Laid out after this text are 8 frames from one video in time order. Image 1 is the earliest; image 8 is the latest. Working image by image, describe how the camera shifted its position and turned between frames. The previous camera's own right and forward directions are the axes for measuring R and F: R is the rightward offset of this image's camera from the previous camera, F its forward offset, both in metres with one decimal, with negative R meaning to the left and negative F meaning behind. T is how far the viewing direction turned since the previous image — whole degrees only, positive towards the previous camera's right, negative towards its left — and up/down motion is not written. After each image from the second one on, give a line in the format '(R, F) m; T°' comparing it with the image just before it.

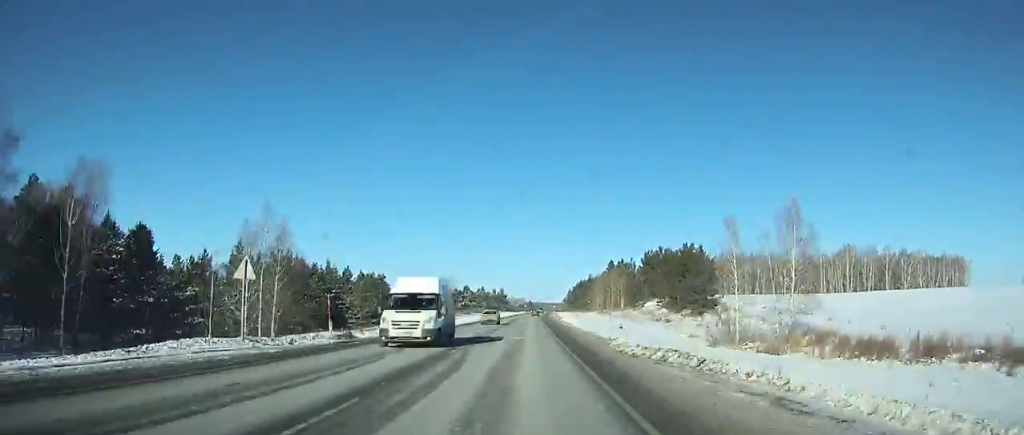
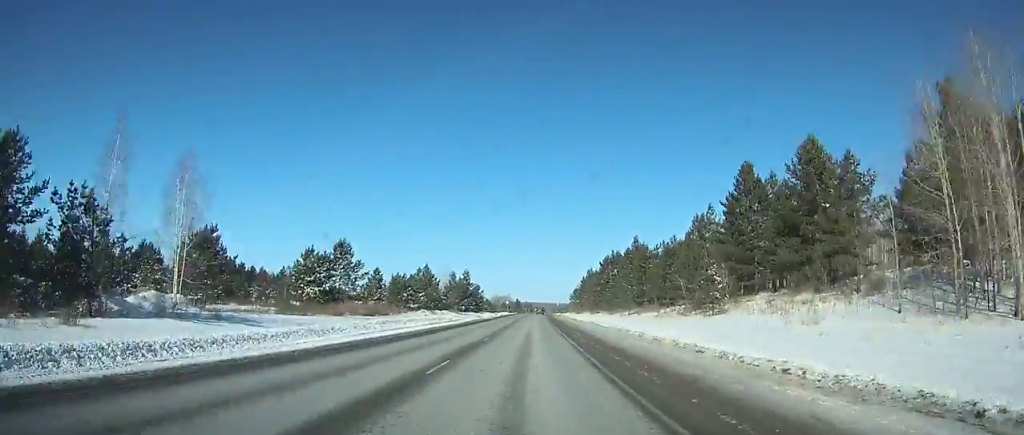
(+0.6, +114.4) m; +1°
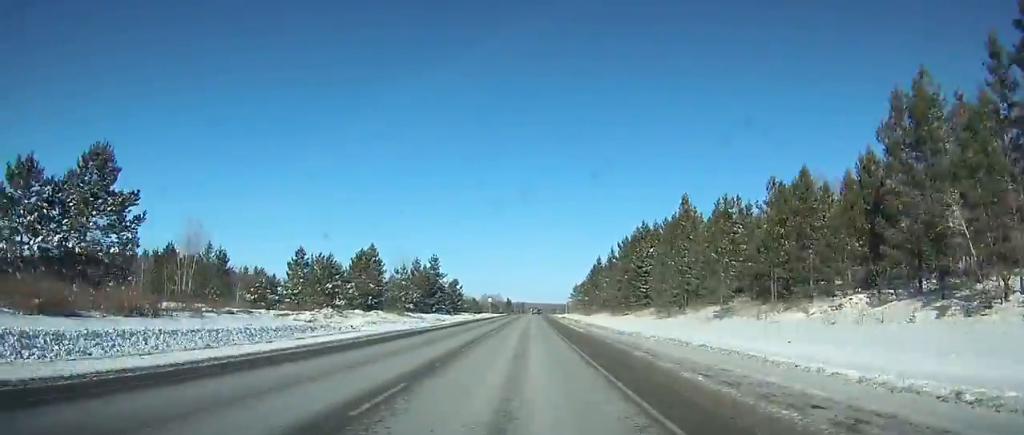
(+0.2, +39.7) m; +1°
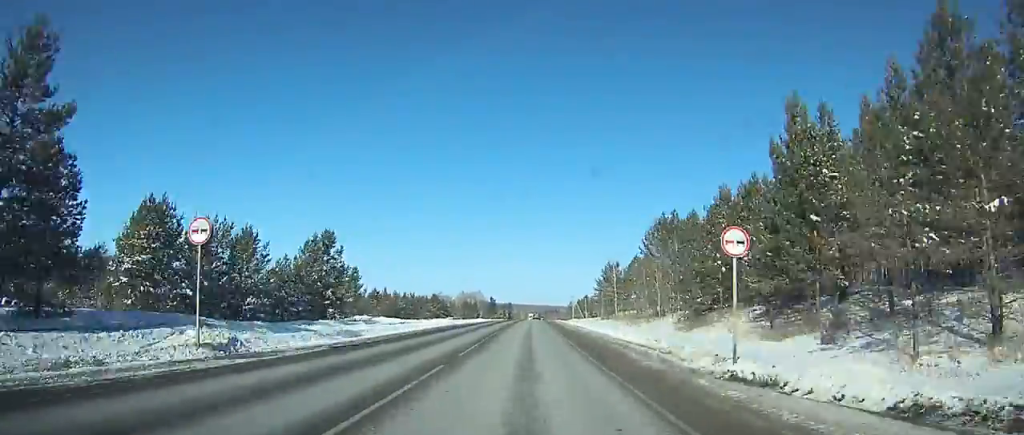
(+1.5, +97.5) m; +2°
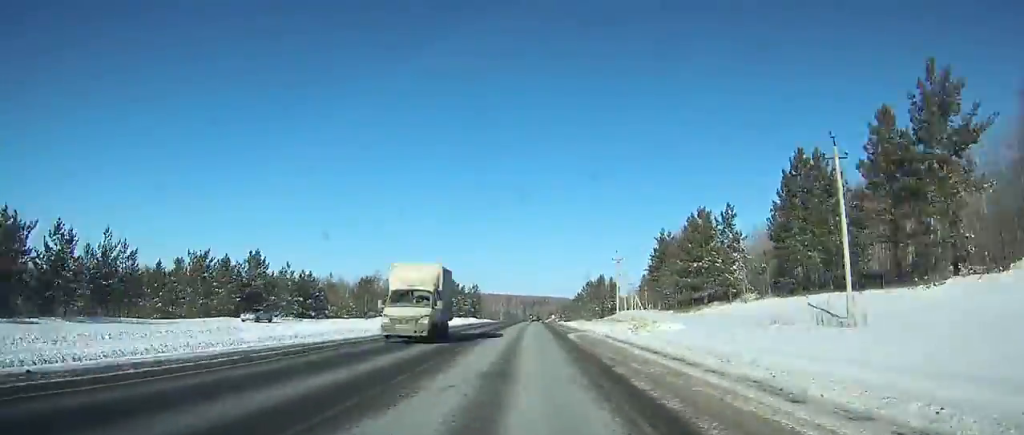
(+1.4, +122.1) m; +1°
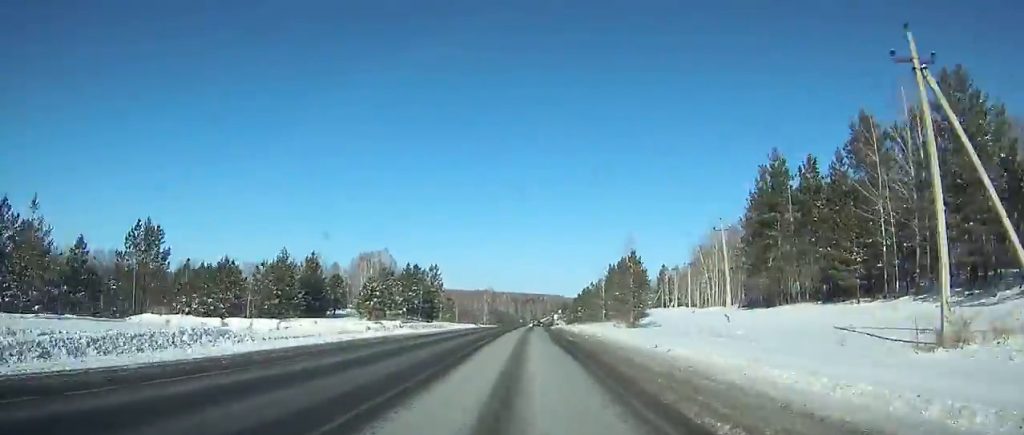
(+0.2, +61.3) m; +1°
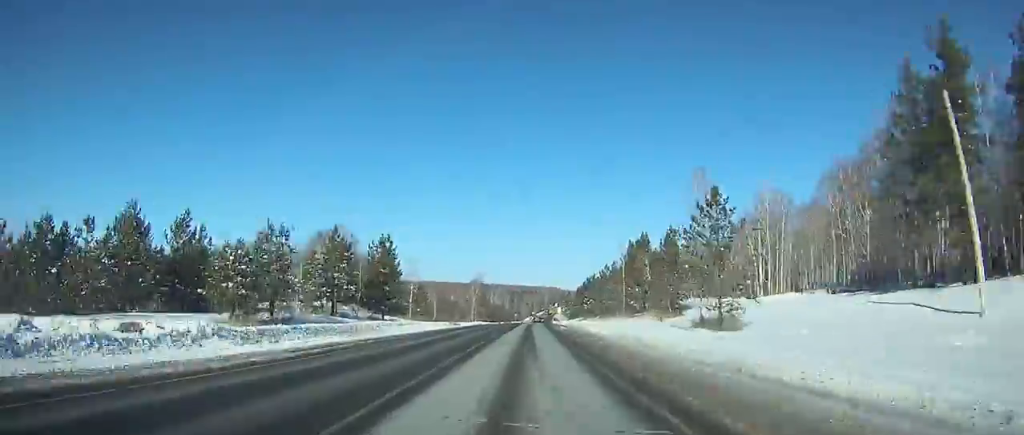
(+0.2, +31.7) m; 0°
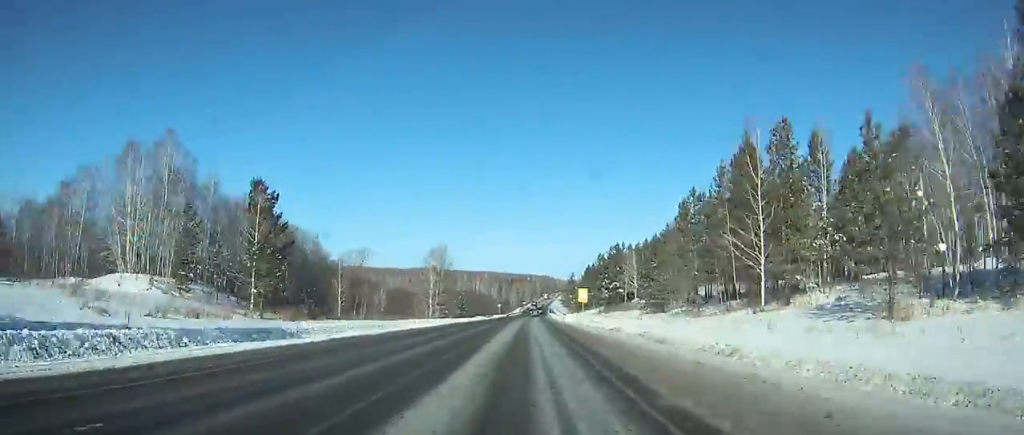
(+0.4, +60.3) m; +1°
